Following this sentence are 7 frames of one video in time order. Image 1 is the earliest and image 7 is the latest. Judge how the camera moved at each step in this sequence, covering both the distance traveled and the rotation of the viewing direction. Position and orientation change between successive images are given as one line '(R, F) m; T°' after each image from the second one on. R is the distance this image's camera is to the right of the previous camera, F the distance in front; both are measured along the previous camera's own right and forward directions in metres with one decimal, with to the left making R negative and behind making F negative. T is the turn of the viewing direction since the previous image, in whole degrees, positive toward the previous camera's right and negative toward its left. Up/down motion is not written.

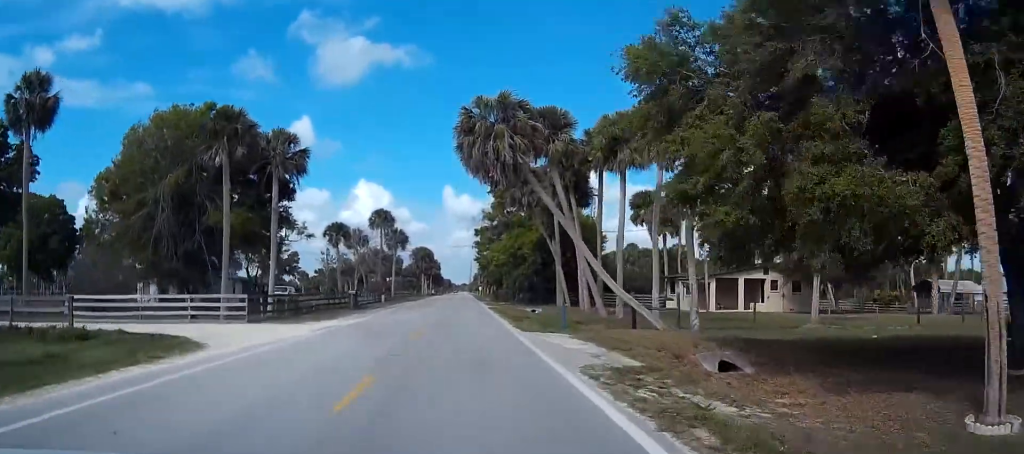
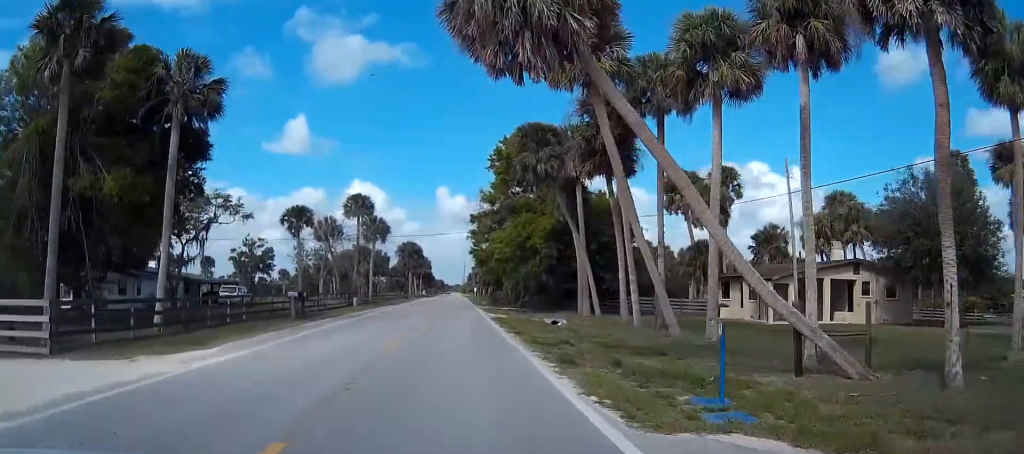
(0.0, +16.6) m; 0°
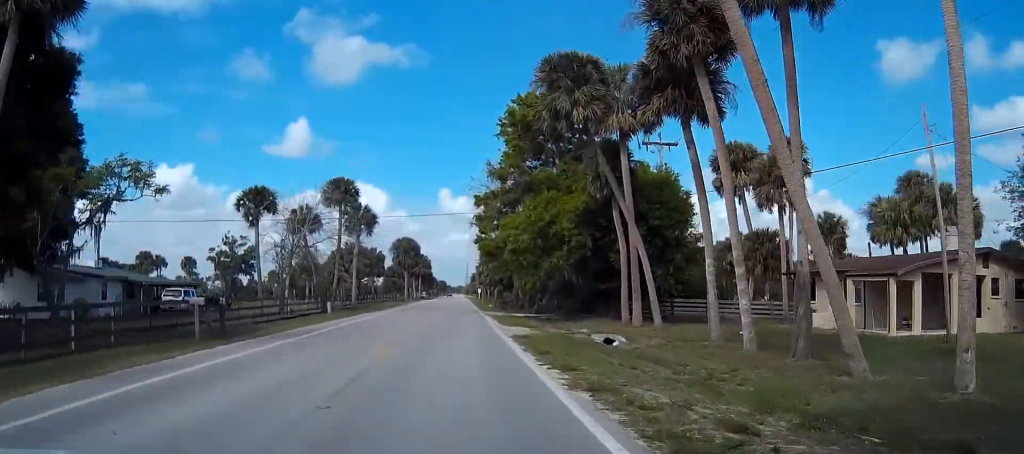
(0.0, +14.2) m; 0°
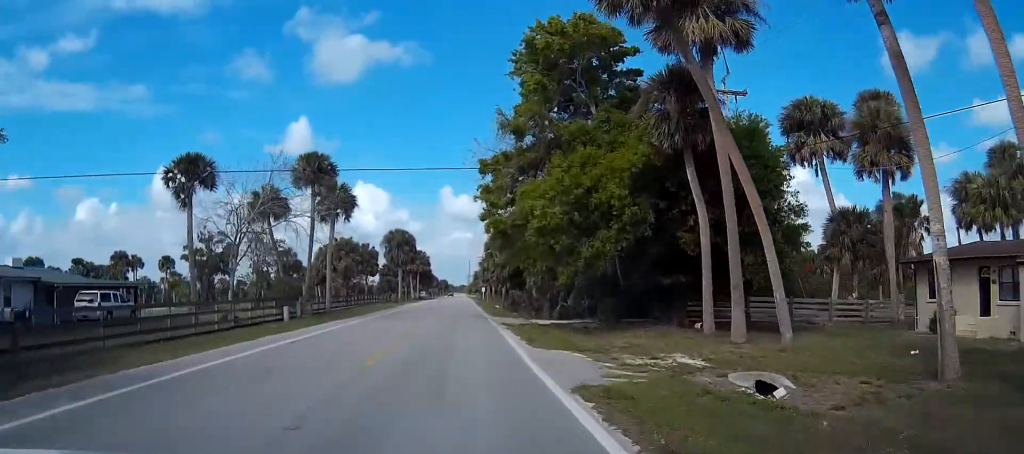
(+0.1, +13.4) m; 0°
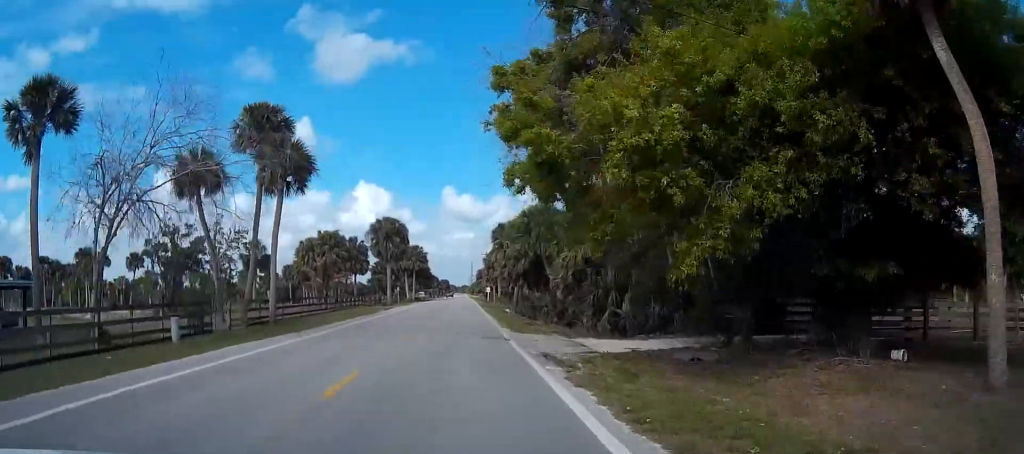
(-0.1, +15.5) m; -1°
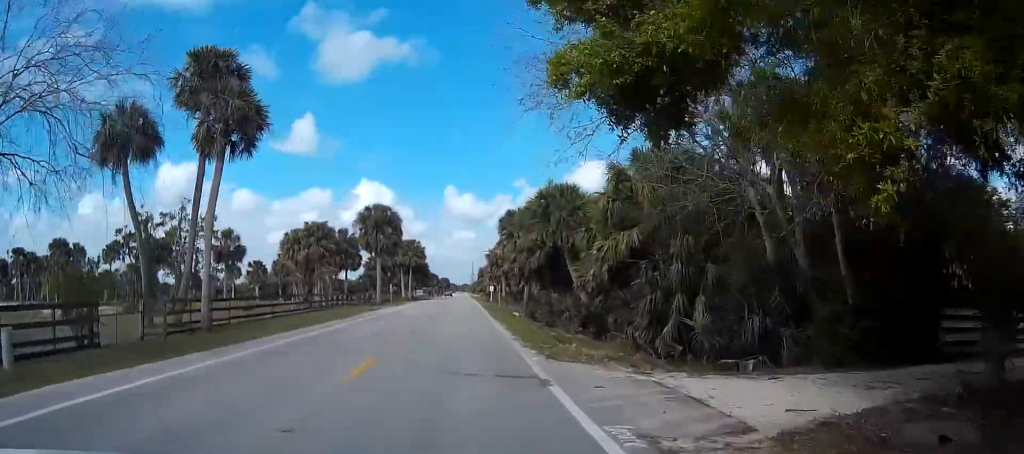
(-0.1, +9.7) m; 0°
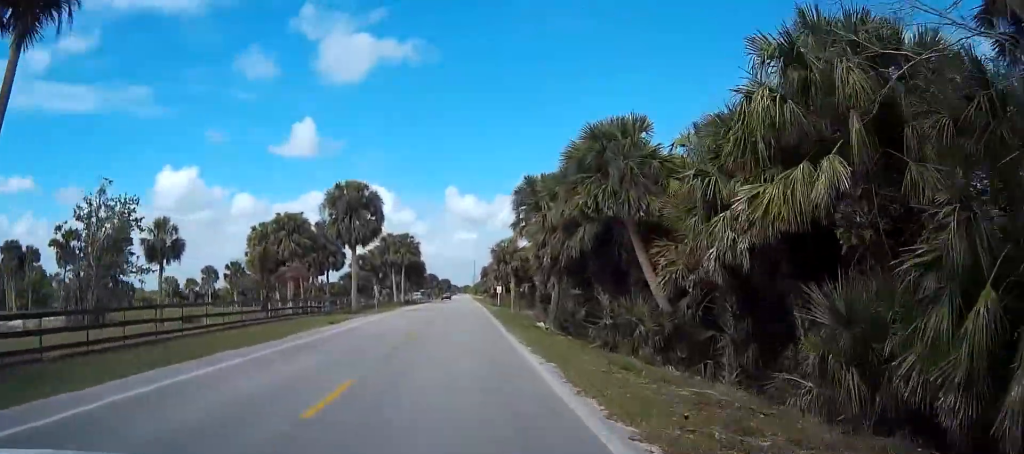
(+0.1, +14.7) m; 0°
